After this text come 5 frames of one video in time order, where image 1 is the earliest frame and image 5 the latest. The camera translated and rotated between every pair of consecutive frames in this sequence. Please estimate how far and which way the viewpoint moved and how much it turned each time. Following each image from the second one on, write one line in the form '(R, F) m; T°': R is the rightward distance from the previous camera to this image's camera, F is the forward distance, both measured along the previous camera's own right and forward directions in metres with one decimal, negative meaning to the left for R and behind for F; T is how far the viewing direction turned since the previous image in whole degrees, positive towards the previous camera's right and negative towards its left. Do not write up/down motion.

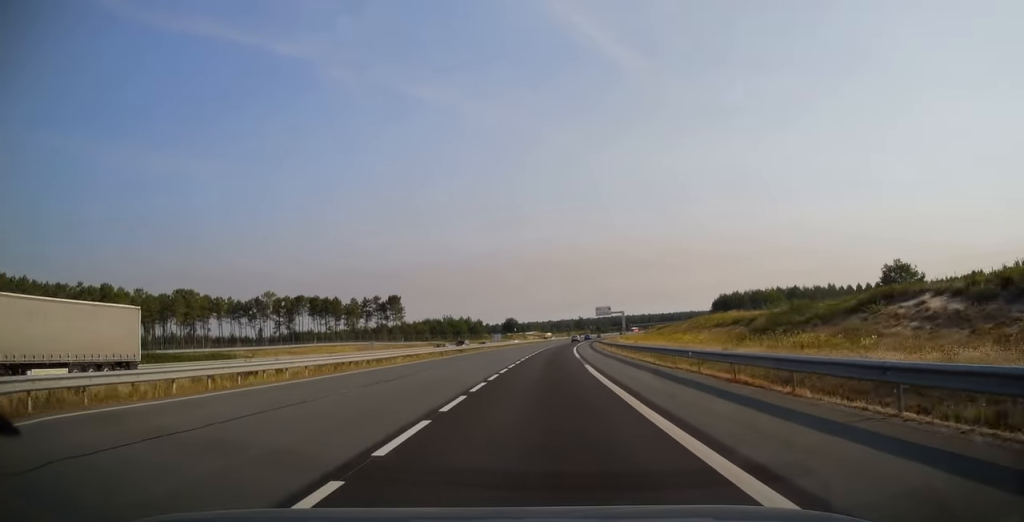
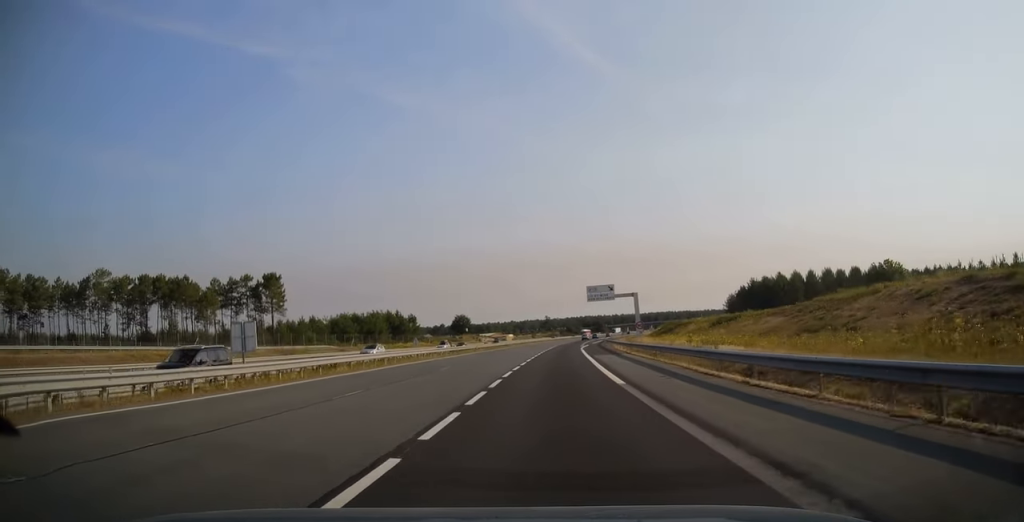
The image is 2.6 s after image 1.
(+2.2, +77.0) m; +4°
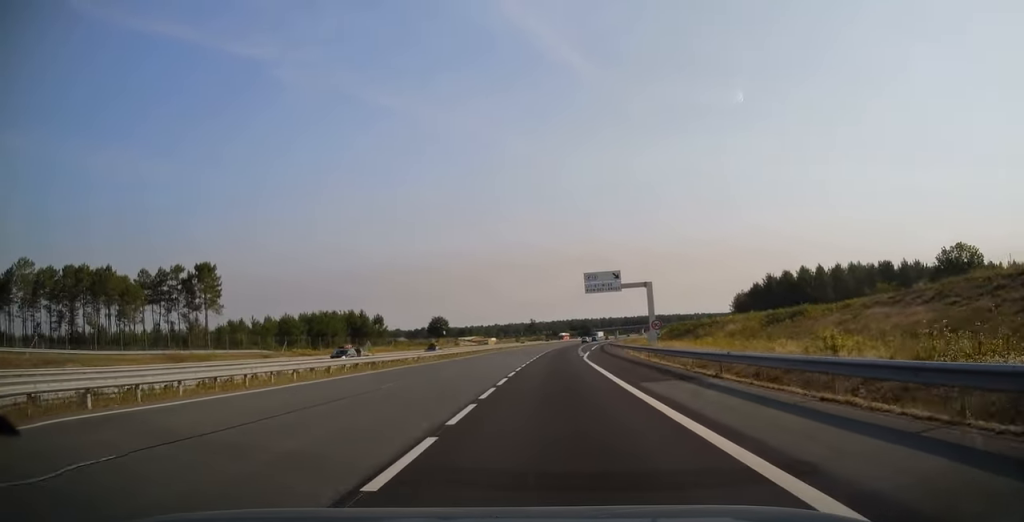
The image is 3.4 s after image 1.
(+0.3, +24.6) m; +1°
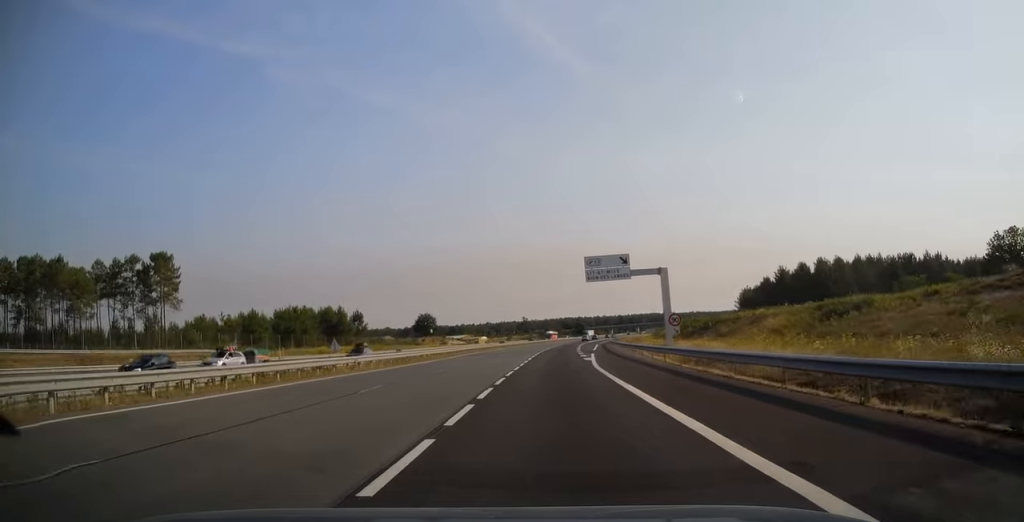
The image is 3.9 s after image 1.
(0.0, +13.3) m; +1°
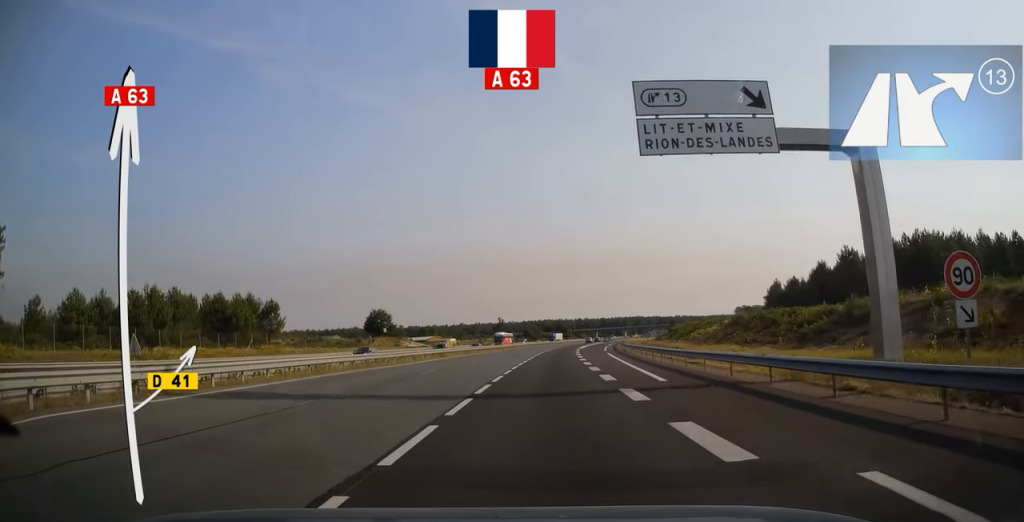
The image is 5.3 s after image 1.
(+0.9, +42.1) m; +2°
